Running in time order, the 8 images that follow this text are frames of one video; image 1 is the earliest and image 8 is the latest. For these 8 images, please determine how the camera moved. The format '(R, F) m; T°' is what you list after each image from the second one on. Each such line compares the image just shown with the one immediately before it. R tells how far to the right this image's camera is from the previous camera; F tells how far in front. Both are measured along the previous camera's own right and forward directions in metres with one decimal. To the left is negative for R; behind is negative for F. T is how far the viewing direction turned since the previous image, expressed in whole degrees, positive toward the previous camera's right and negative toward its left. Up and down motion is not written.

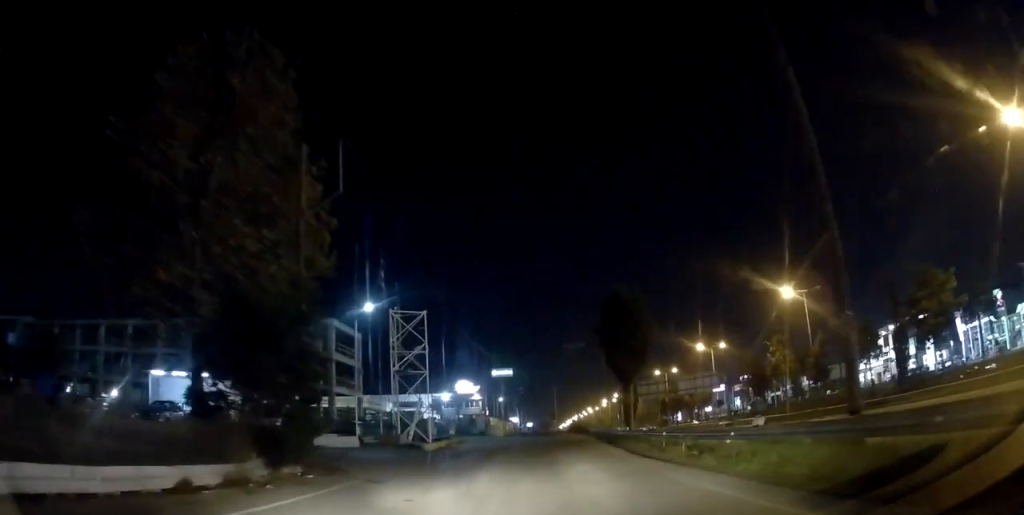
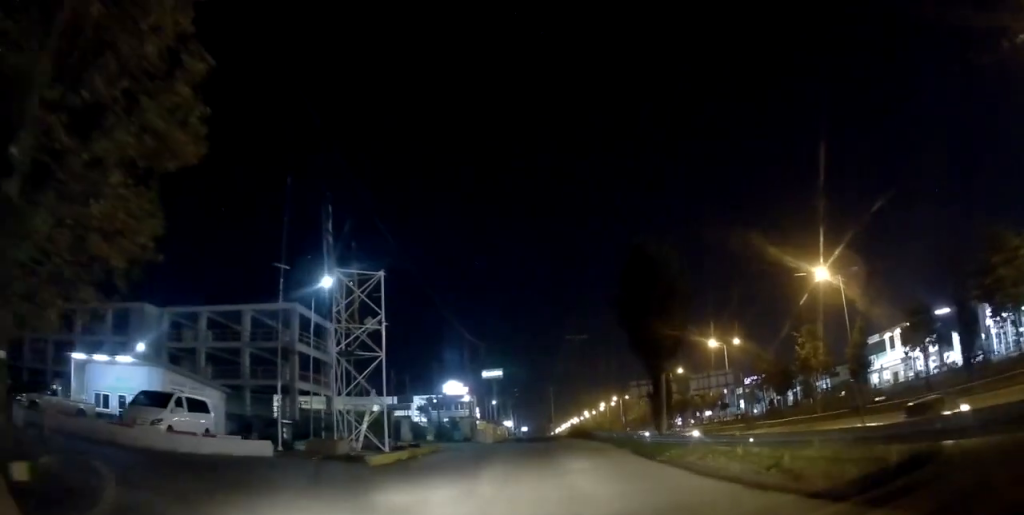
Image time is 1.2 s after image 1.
(+0.1, +9.2) m; +1°
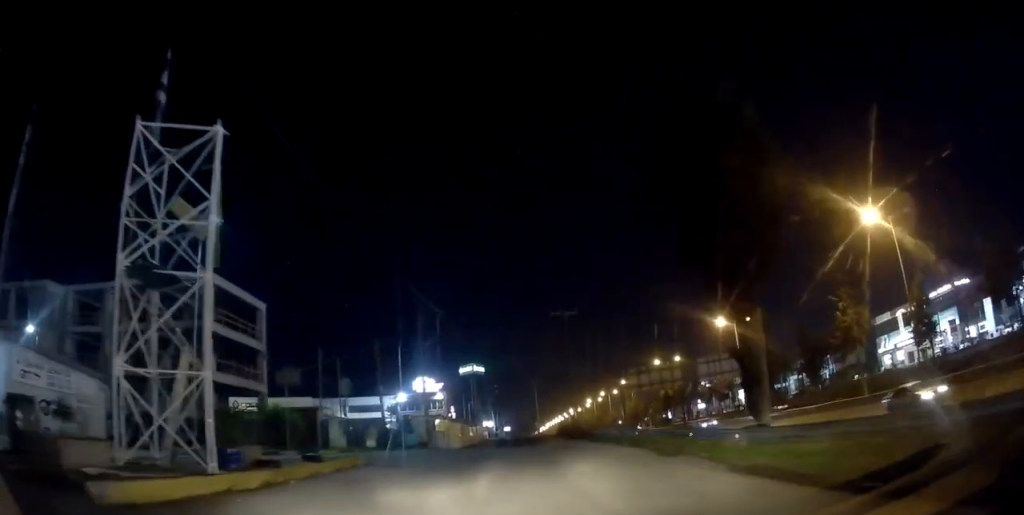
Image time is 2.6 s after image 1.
(+0.3, +12.7) m; +3°
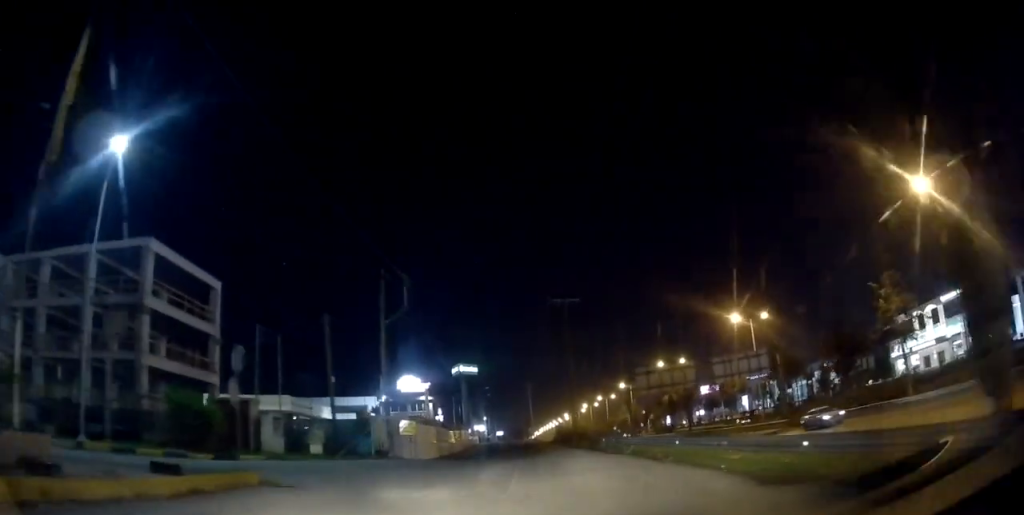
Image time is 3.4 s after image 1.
(+0.2, +7.4) m; +1°
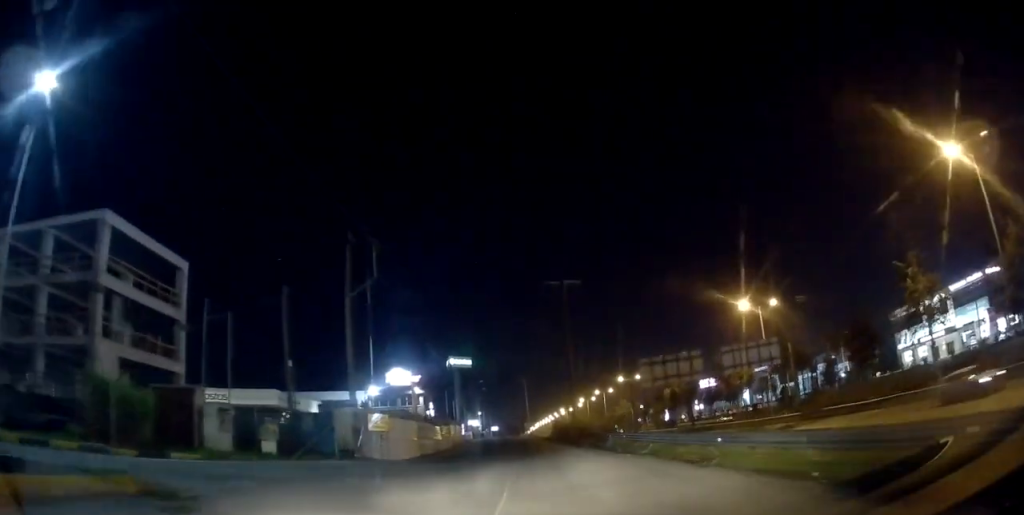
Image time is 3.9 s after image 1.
(0.0, +4.2) m; 0°
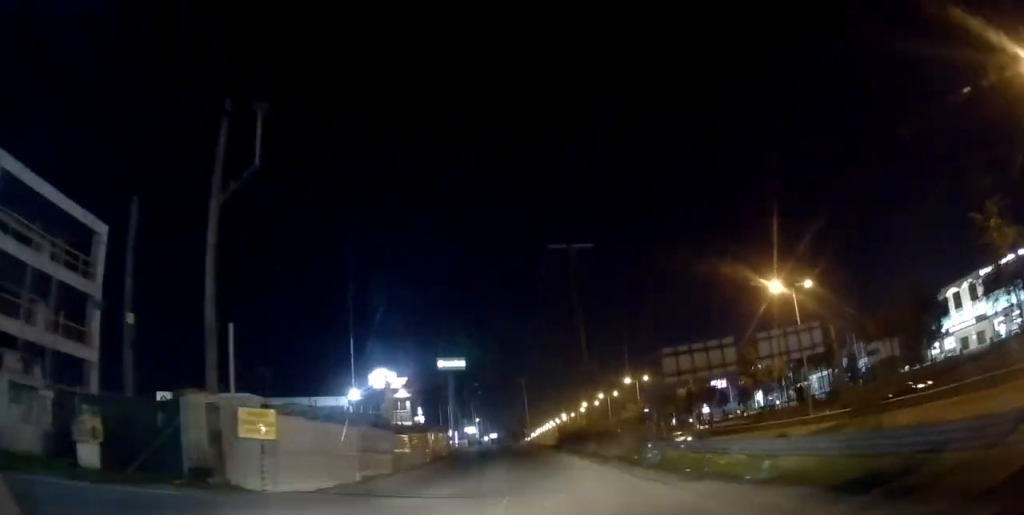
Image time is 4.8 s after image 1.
(-0.1, +9.2) m; -1°
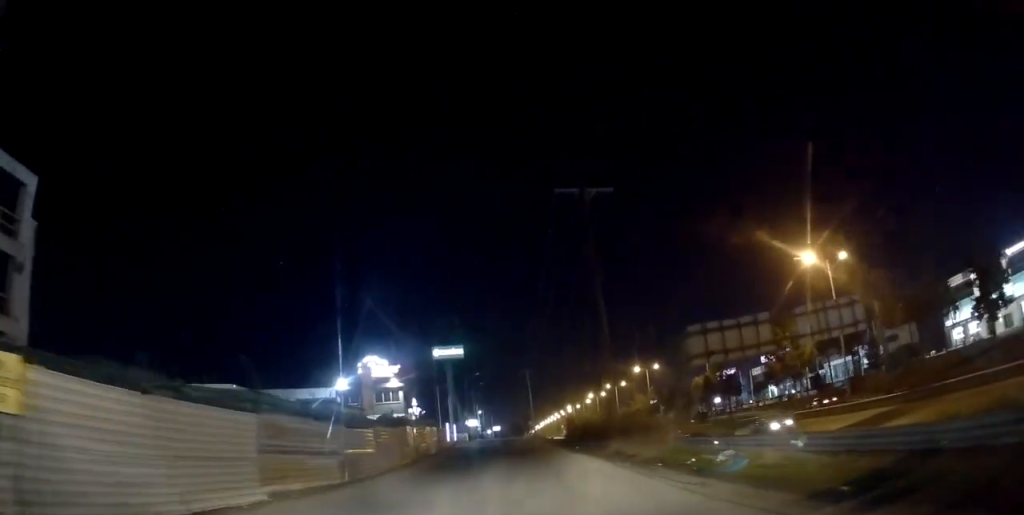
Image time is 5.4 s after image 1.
(0.0, +6.4) m; 0°
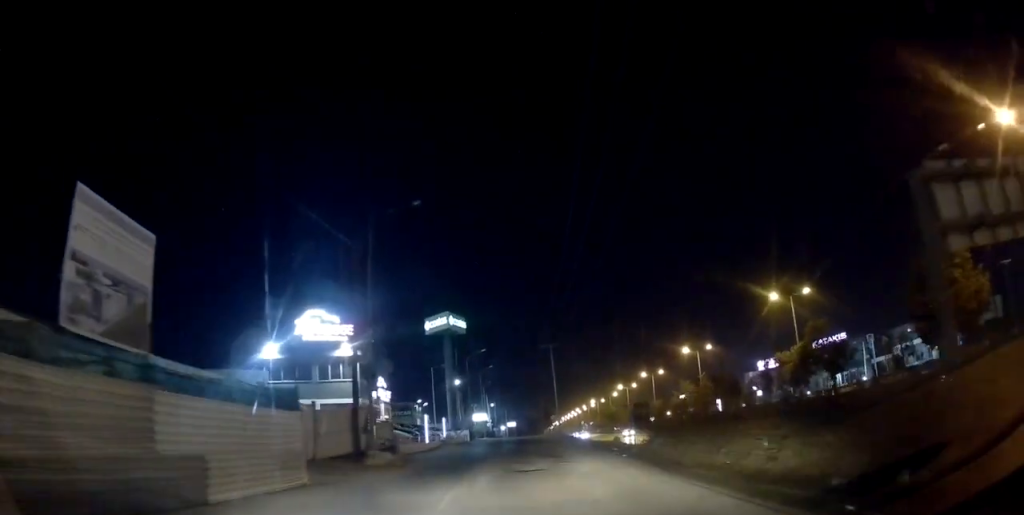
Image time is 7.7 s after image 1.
(+0.1, +24.6) m; -3°
